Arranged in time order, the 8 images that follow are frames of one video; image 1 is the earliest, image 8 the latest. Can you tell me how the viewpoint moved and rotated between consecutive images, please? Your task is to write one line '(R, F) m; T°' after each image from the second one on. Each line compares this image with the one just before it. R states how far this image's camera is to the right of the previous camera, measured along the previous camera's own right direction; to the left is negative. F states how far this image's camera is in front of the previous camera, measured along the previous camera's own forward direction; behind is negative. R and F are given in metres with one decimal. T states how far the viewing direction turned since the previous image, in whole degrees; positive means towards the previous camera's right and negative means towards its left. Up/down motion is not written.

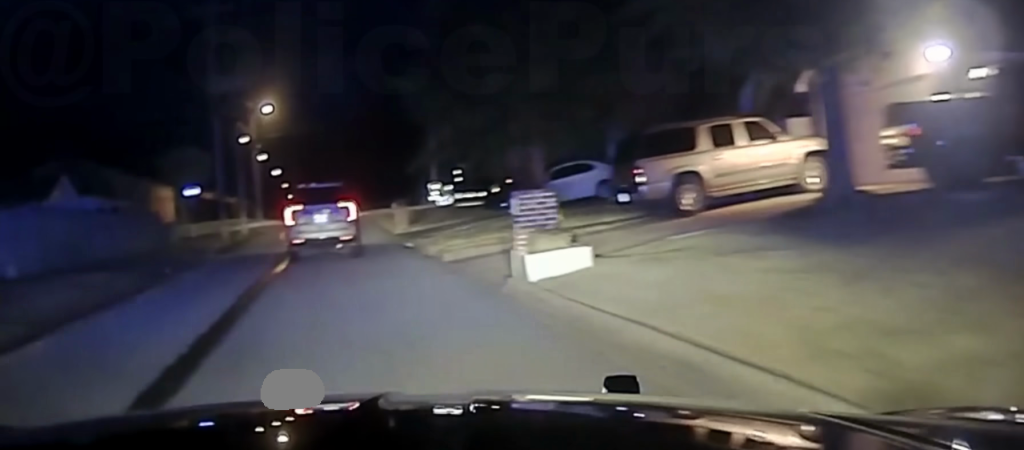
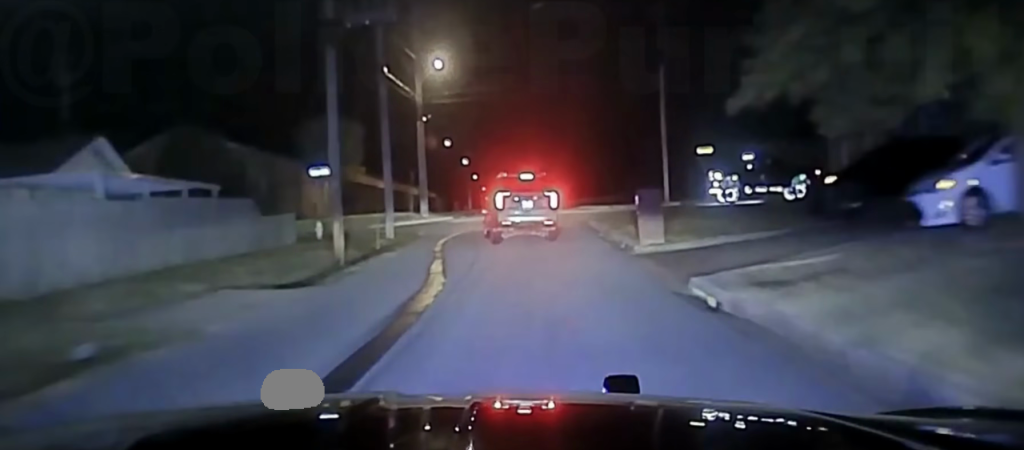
(-1.9, +20.0) m; -4°
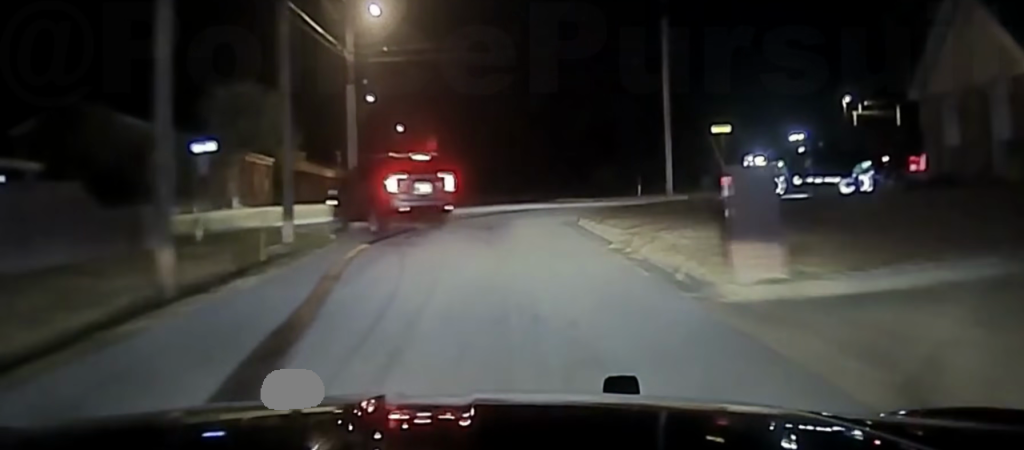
(+0.6, +12.4) m; -1°
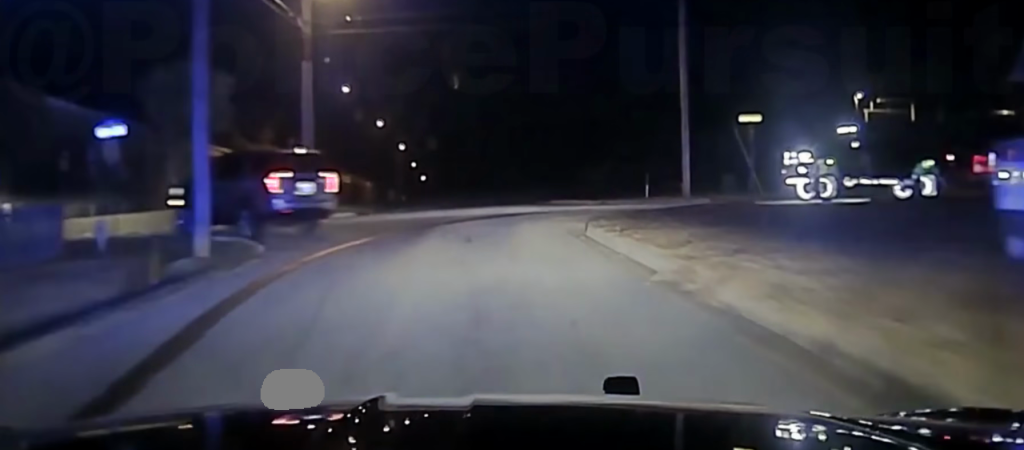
(0.0, +7.0) m; -2°
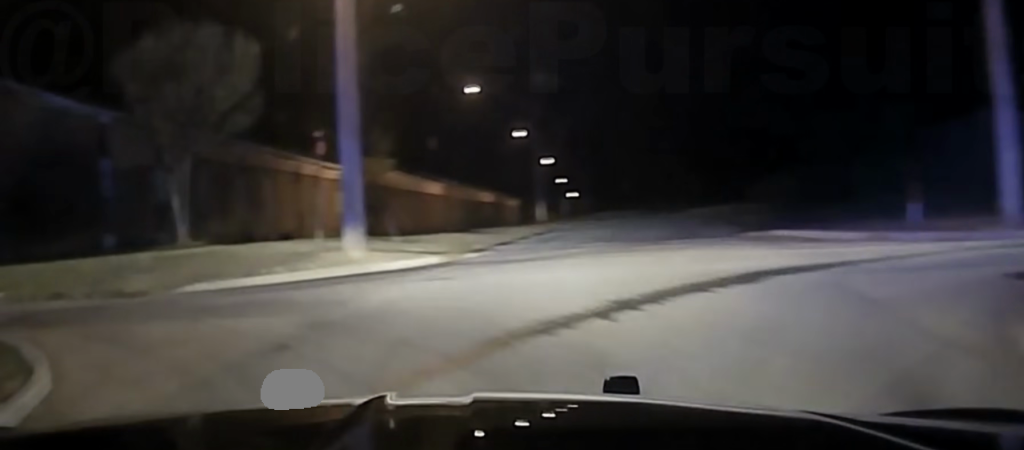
(-1.8, +17.3) m; -21°
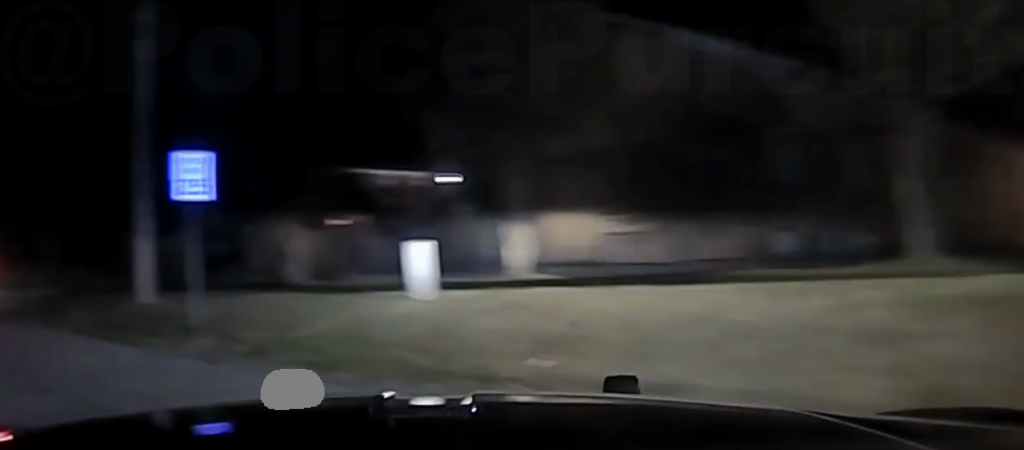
(-4.2, +11.8) m; -43°
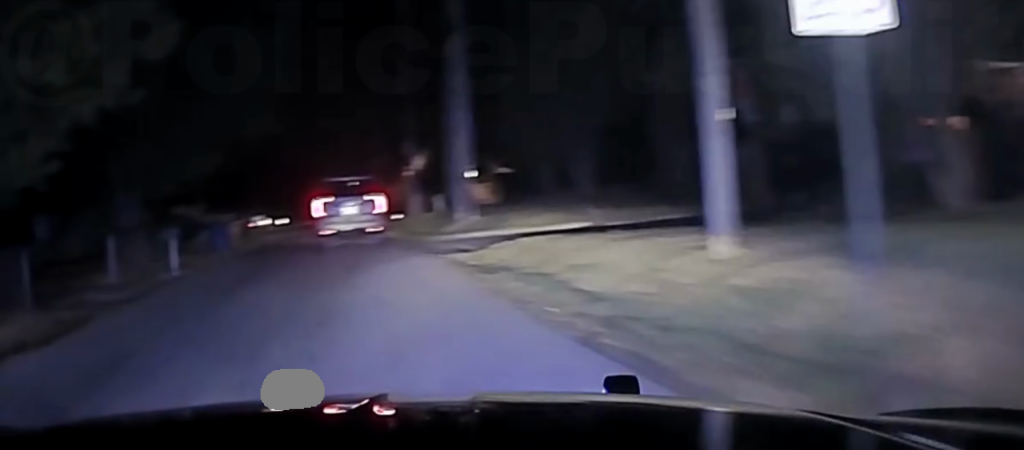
(-2.9, +11.0) m; -19°
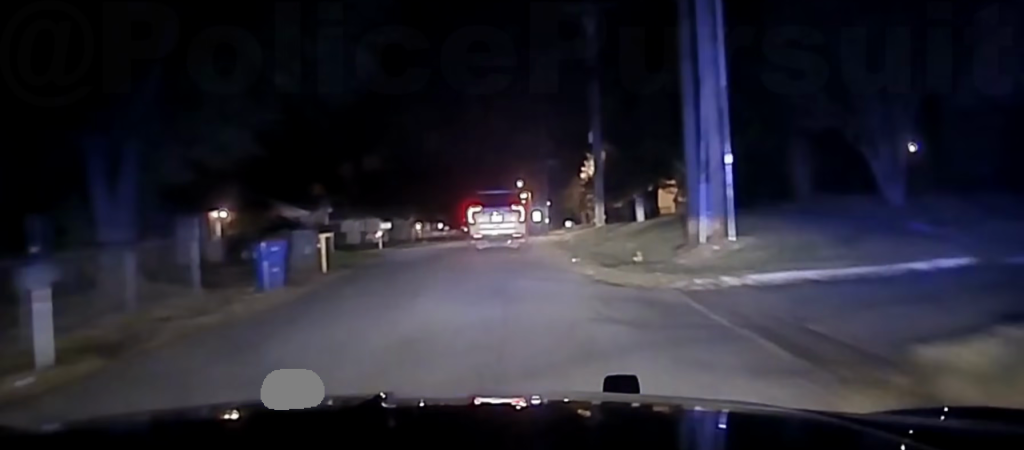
(-1.4, +18.5) m; -5°
